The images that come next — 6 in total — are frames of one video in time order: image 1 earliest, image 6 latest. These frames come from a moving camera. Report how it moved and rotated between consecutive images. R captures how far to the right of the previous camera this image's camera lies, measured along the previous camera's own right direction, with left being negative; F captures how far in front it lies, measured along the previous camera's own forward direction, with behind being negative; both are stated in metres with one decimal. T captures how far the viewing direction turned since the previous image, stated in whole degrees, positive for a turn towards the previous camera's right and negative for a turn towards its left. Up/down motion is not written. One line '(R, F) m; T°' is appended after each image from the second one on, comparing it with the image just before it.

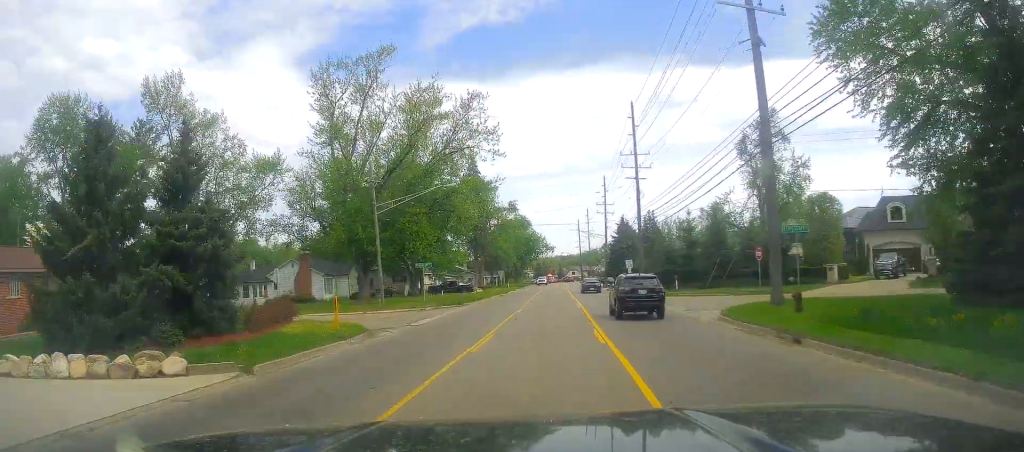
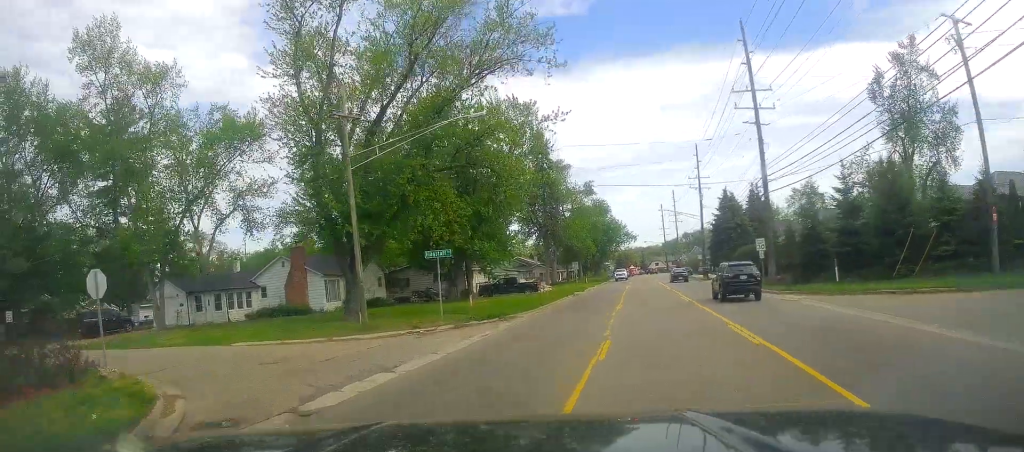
(-0.6, +18.9) m; -8°
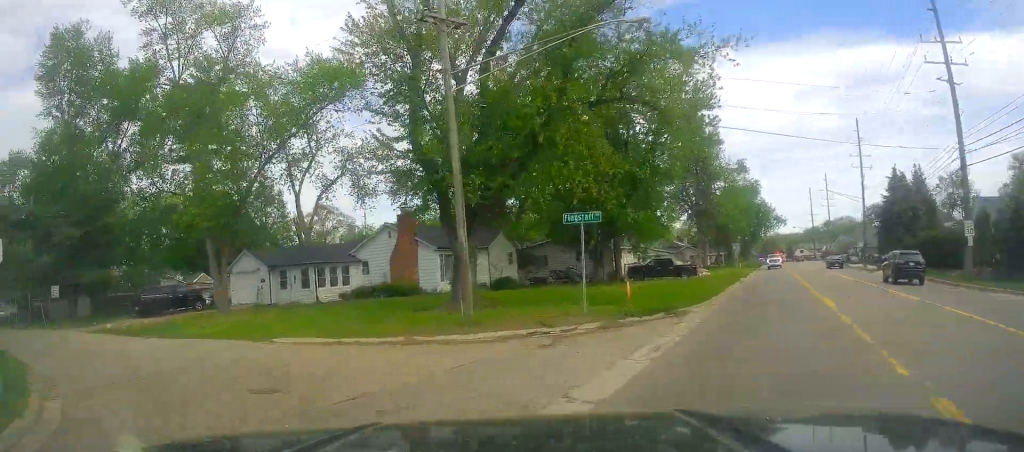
(-1.0, +8.6) m; -13°
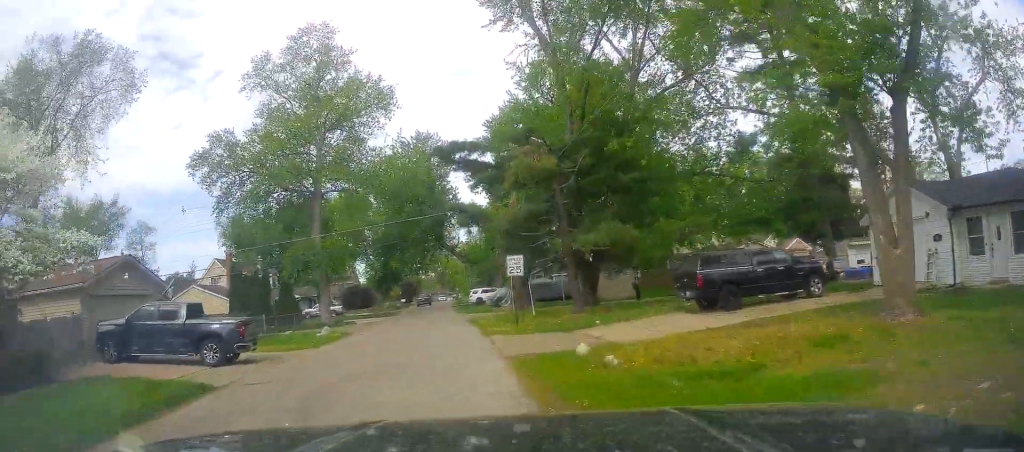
(-7.7, +18.2) m; -58°
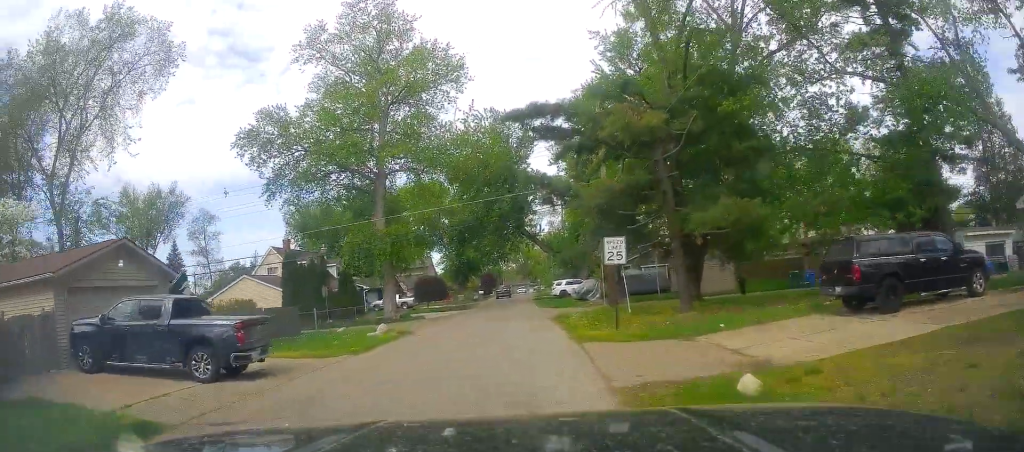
(-1.3, +4.5) m; -9°
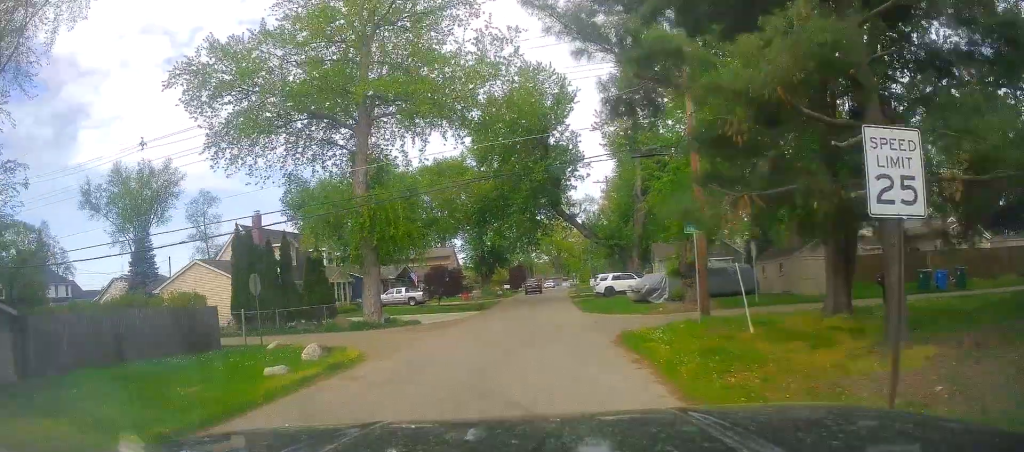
(-0.3, +12.3) m; -4°
